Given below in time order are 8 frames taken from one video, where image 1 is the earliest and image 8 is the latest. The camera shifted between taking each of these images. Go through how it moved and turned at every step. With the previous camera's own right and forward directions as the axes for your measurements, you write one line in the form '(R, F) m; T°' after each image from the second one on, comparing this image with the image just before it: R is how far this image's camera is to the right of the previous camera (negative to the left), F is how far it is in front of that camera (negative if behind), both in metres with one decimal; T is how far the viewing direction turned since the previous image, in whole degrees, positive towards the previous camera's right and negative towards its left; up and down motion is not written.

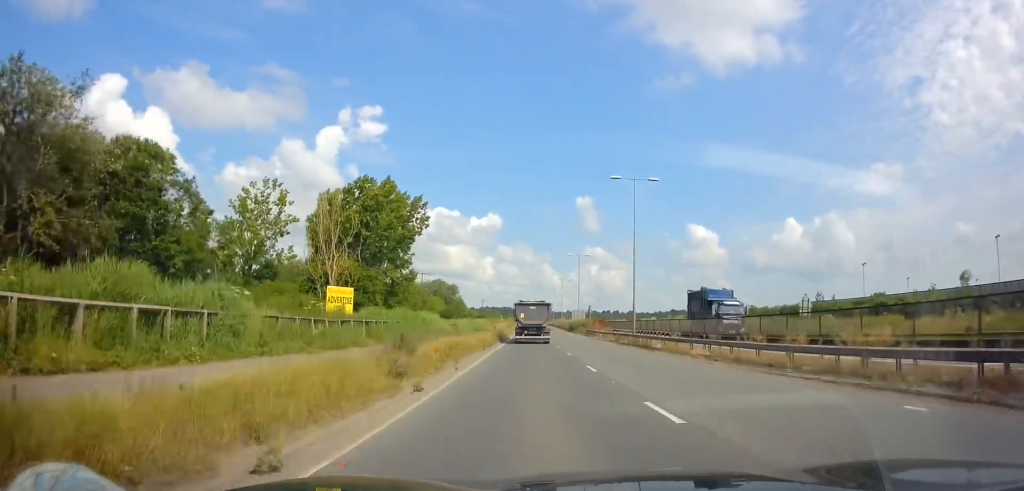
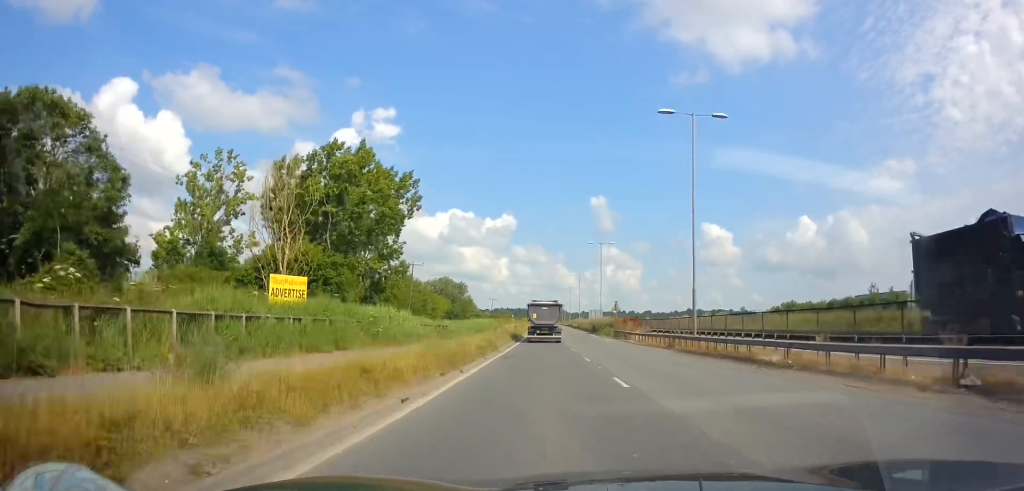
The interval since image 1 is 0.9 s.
(-0.3, +13.5) m; -1°
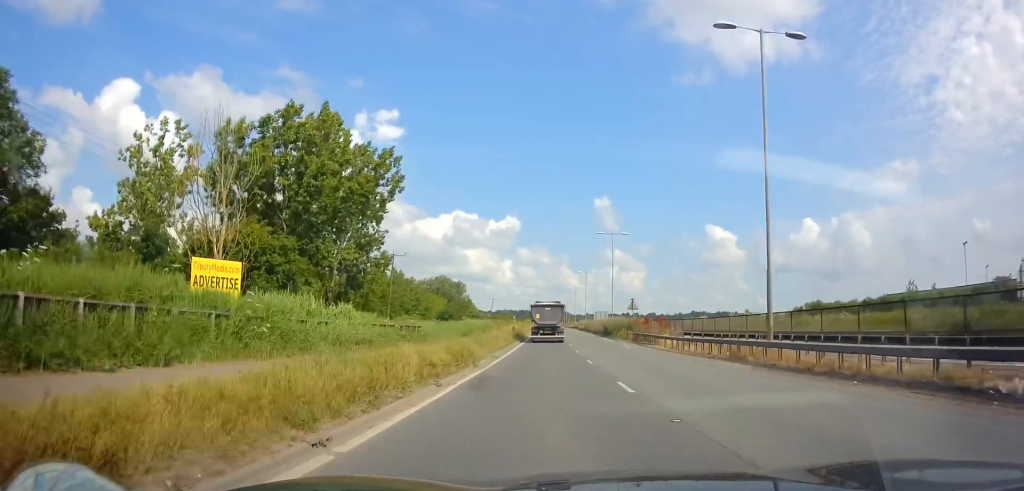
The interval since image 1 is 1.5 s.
(0.0, +9.6) m; -1°
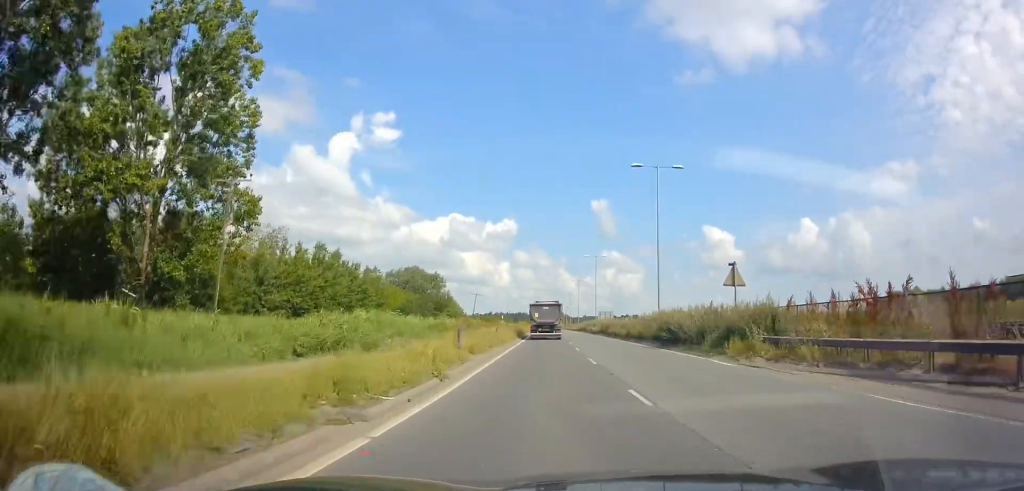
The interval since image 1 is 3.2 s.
(-0.3, +29.1) m; 0°
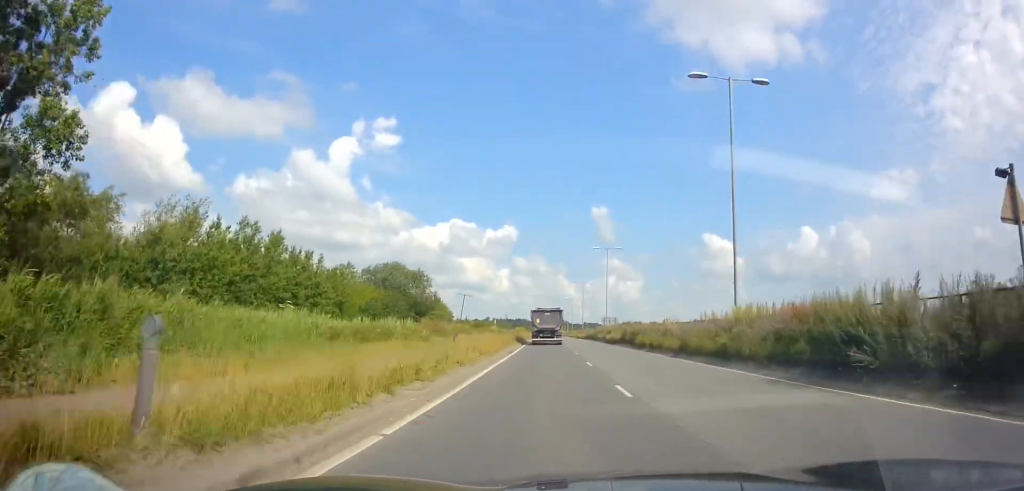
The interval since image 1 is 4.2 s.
(+0.2, +16.0) m; 0°
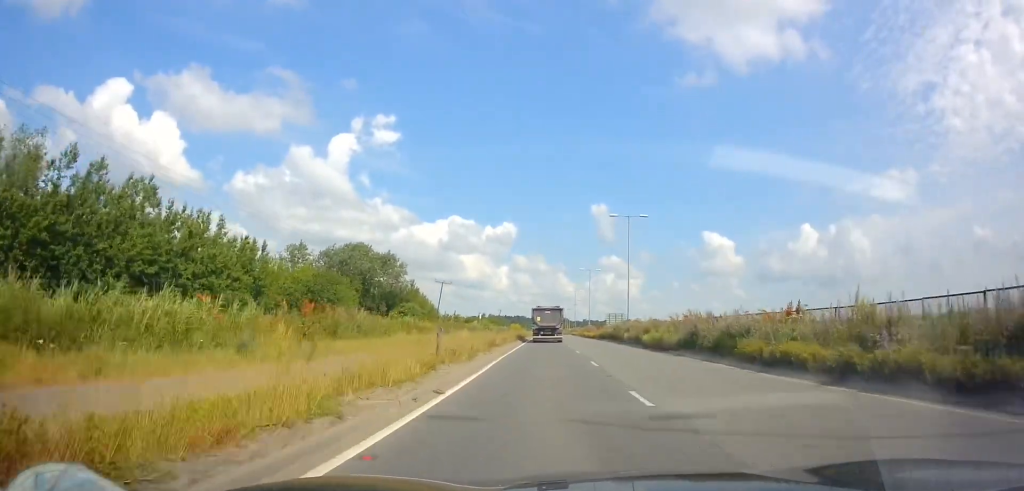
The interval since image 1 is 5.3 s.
(-0.2, +19.8) m; 0°
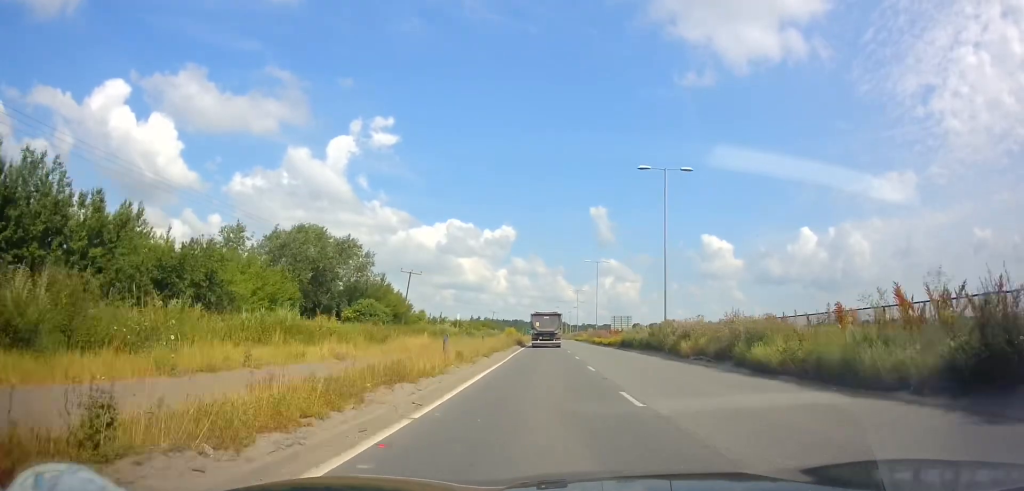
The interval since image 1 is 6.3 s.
(+0.2, +17.4) m; 0°
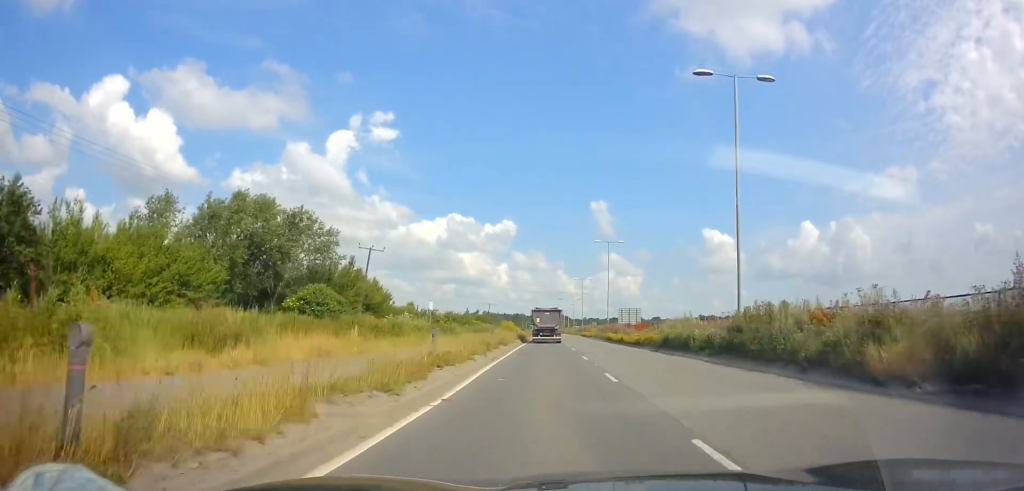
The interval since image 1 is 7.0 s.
(0.0, +14.1) m; -1°
